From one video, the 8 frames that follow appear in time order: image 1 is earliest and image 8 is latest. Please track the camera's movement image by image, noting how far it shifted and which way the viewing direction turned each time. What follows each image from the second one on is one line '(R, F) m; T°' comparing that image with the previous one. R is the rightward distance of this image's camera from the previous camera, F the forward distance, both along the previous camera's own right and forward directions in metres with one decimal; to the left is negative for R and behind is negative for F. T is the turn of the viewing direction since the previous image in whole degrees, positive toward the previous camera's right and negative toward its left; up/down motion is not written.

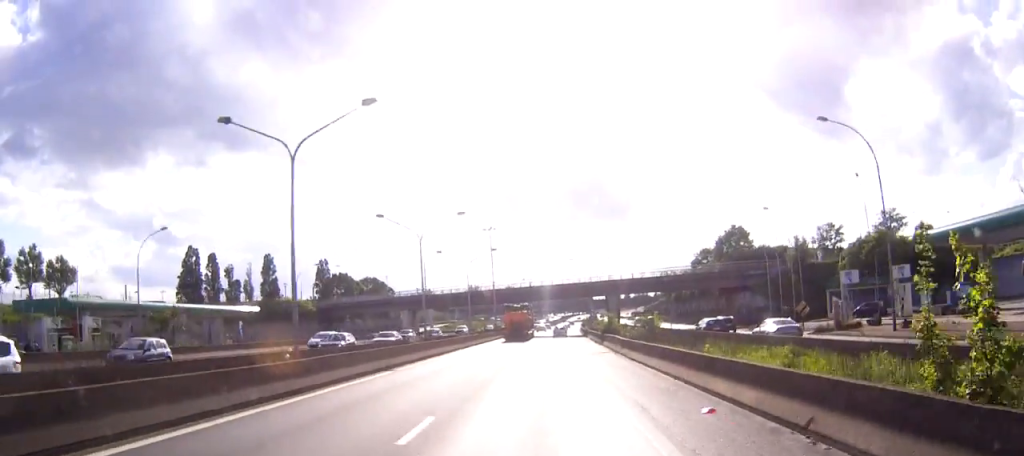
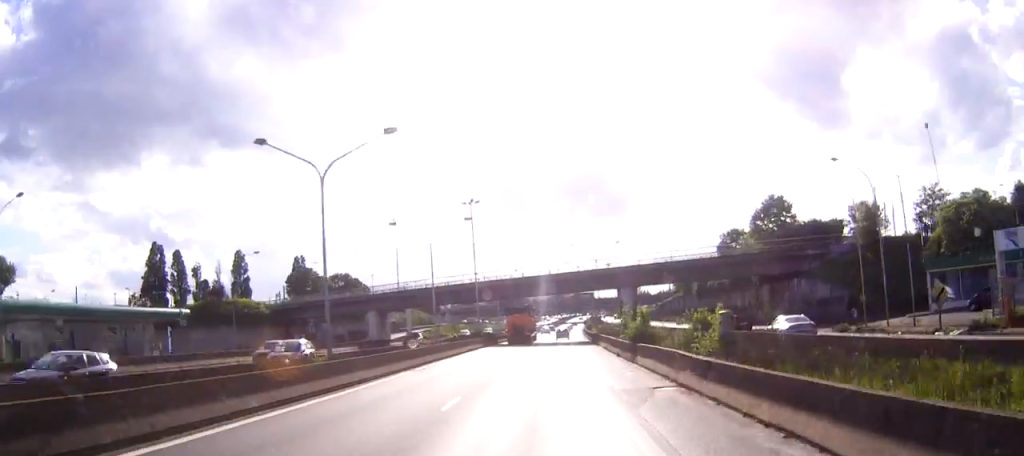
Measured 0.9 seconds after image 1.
(0.0, +20.9) m; 0°
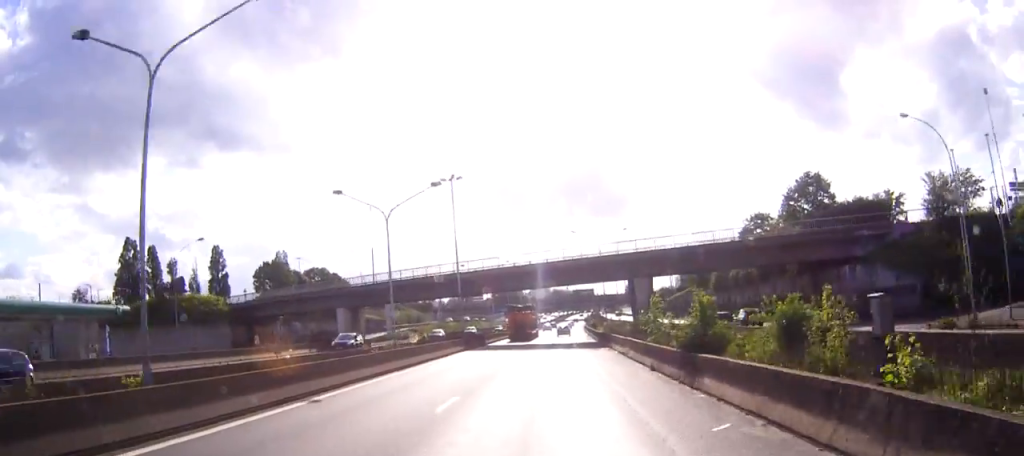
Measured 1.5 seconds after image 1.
(0.0, +13.5) m; 0°
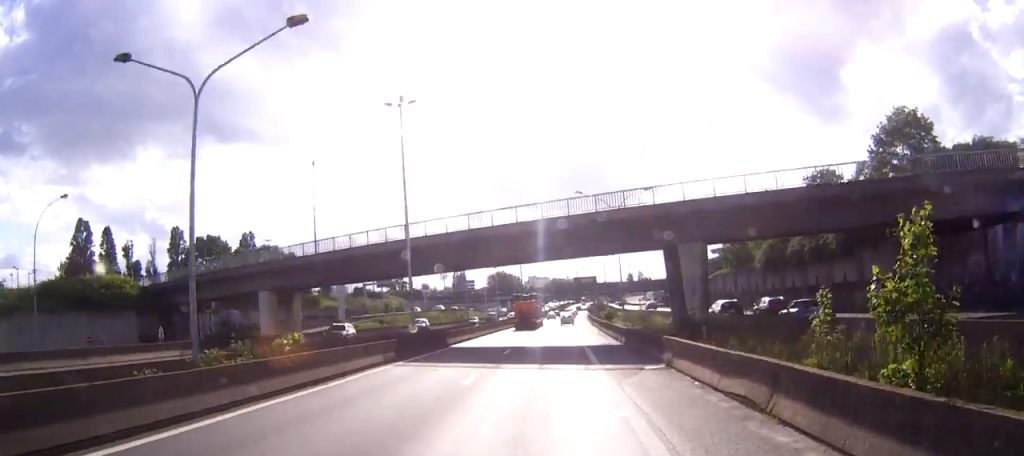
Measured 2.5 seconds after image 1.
(+0.1, +22.6) m; 0°
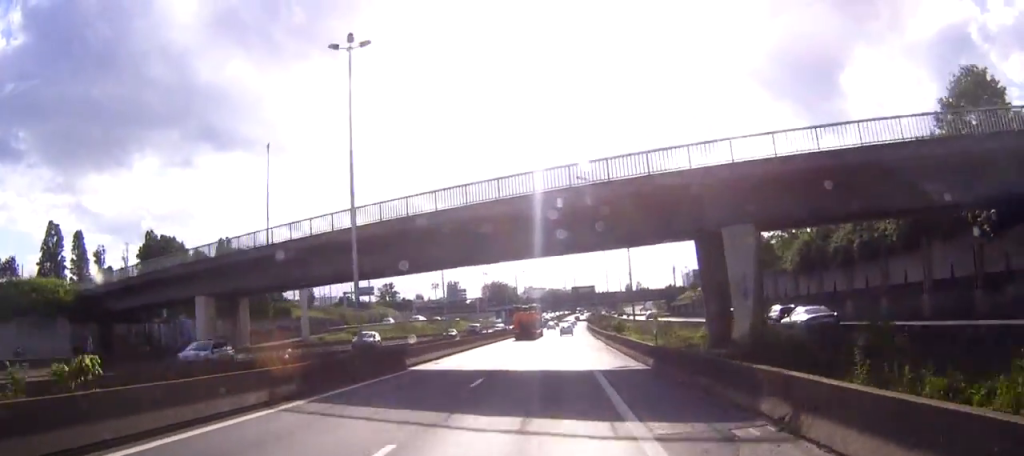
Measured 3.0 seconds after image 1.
(0.0, +11.3) m; 0°
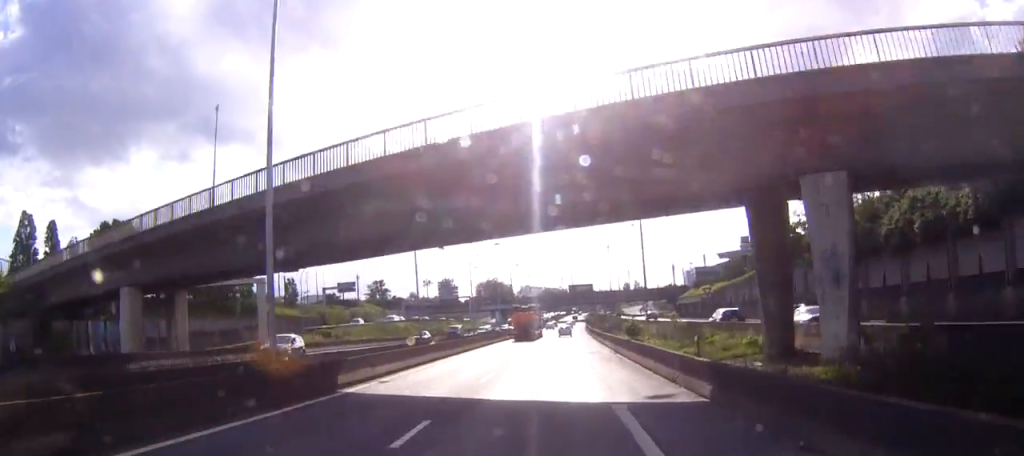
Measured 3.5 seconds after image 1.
(0.0, +9.8) m; 0°
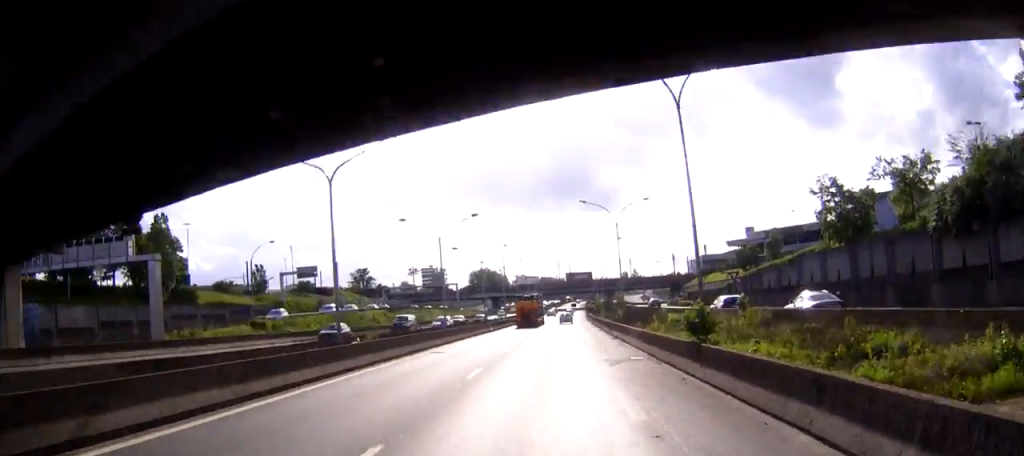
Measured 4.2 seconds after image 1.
(+0.1, +17.4) m; 0°
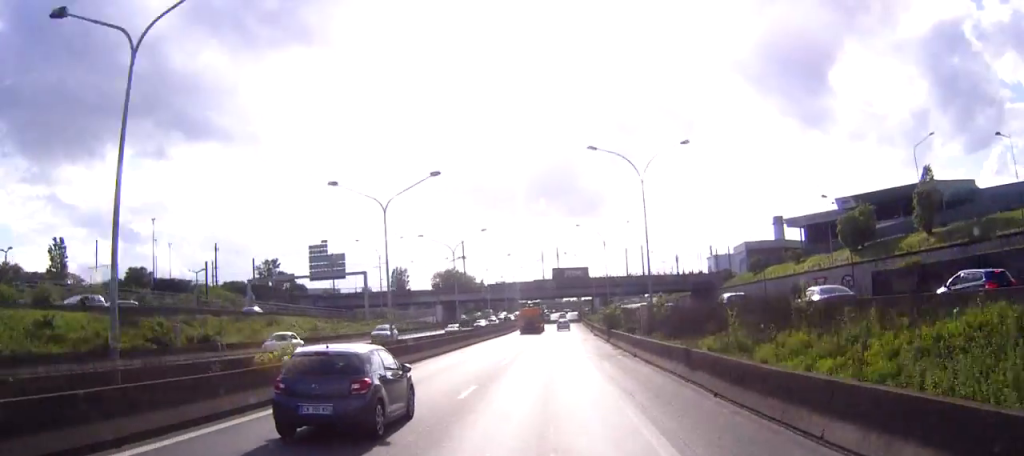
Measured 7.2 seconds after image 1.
(+0.9, +68.5) m; +2°
